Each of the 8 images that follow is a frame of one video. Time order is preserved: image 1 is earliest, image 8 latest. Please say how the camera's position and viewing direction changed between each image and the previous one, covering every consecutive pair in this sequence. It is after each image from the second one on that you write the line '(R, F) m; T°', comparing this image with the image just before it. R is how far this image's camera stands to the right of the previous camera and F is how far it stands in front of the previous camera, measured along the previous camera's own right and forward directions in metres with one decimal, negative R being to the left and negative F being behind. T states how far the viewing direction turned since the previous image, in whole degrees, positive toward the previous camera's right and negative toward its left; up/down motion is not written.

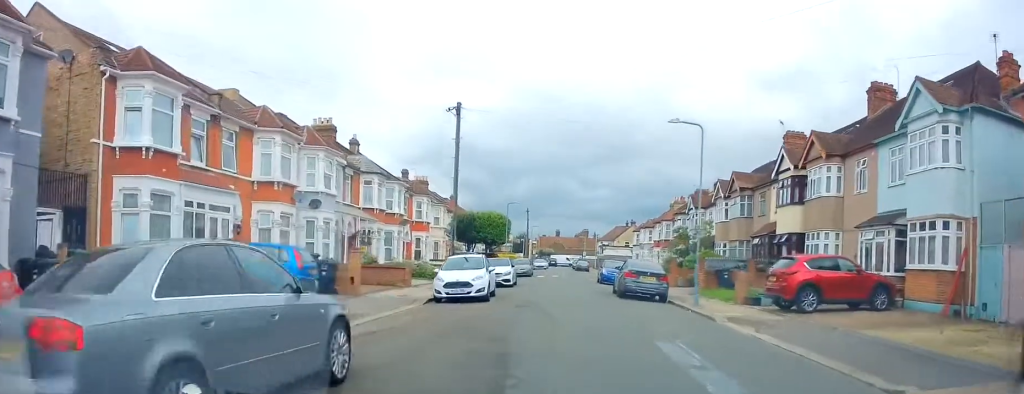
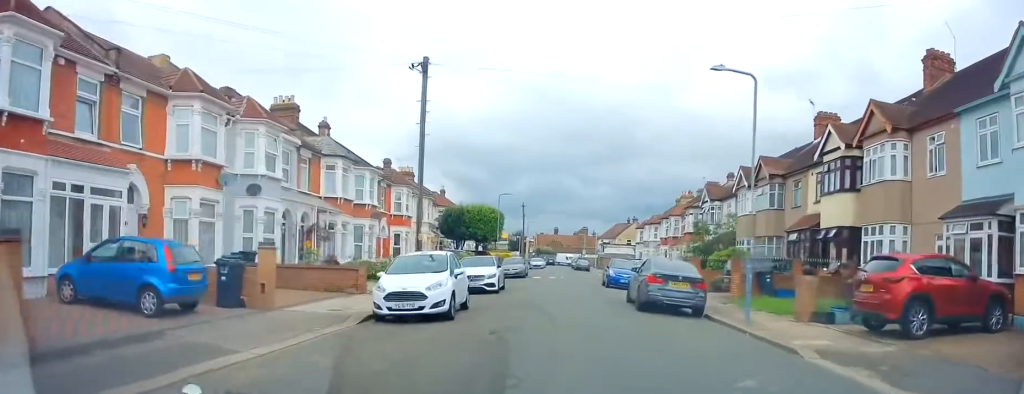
(-0.1, +5.8) m; 0°
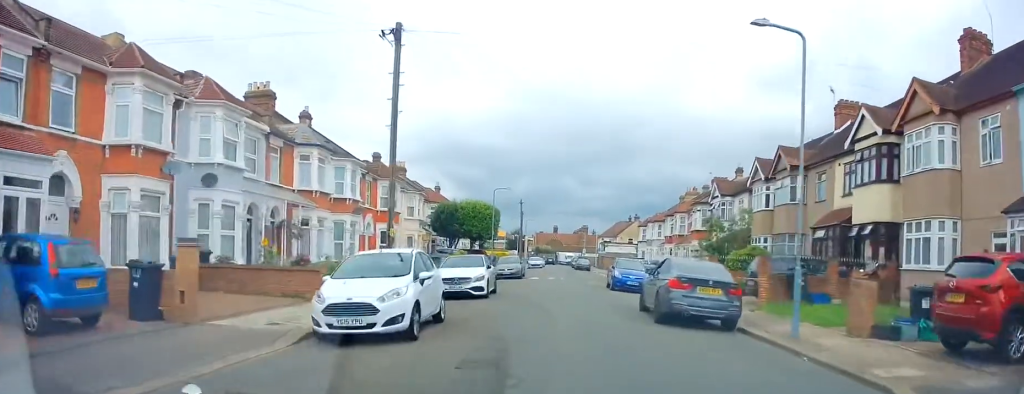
(+0.1, +3.2) m; 0°
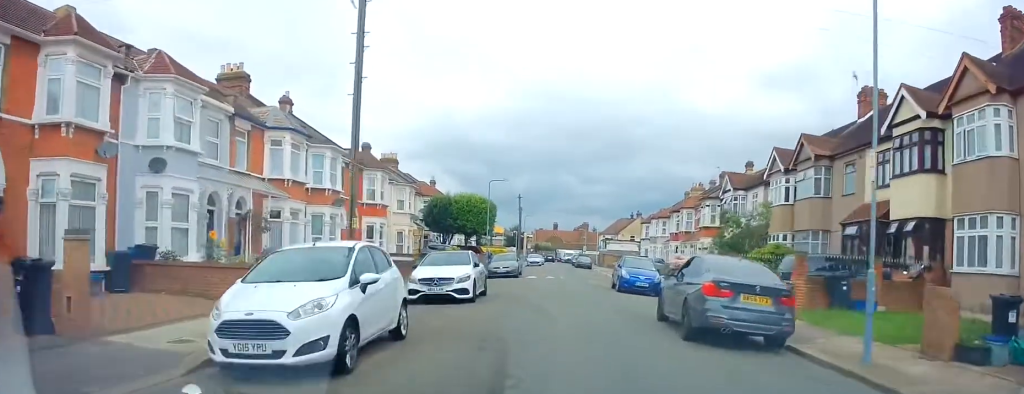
(+0.1, +3.0) m; 0°
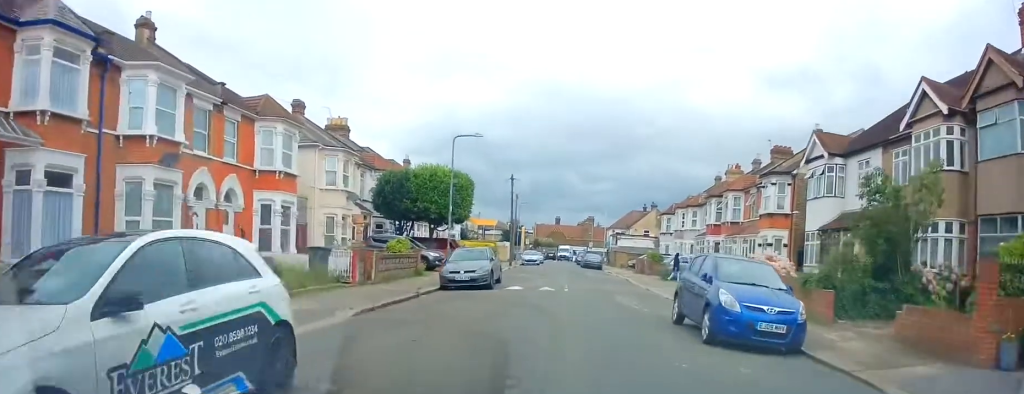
(-0.5, +14.1) m; 0°
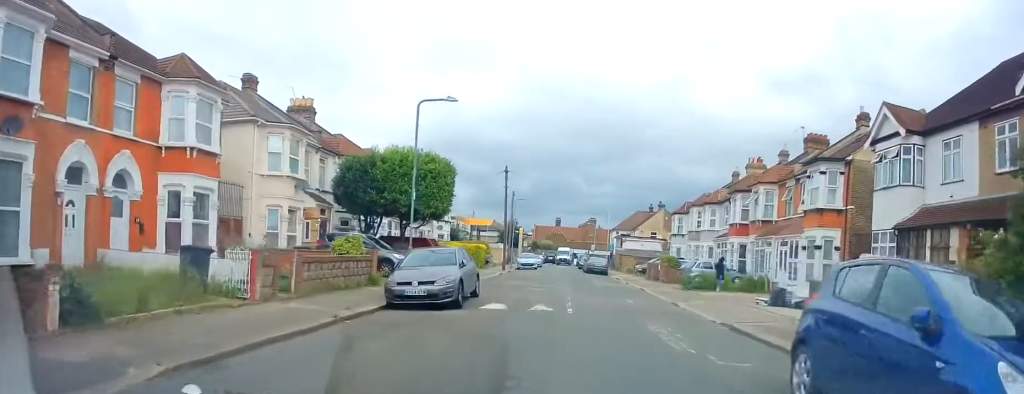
(+0.3, +6.3) m; 0°
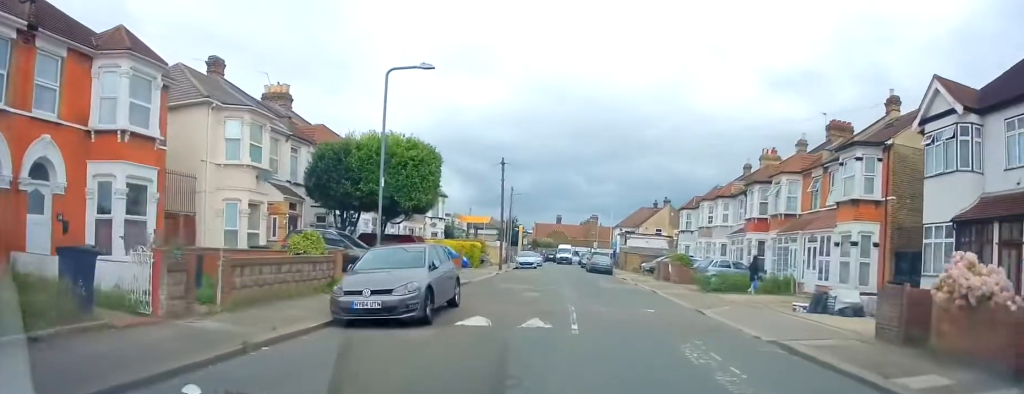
(-0.1, +3.2) m; -1°
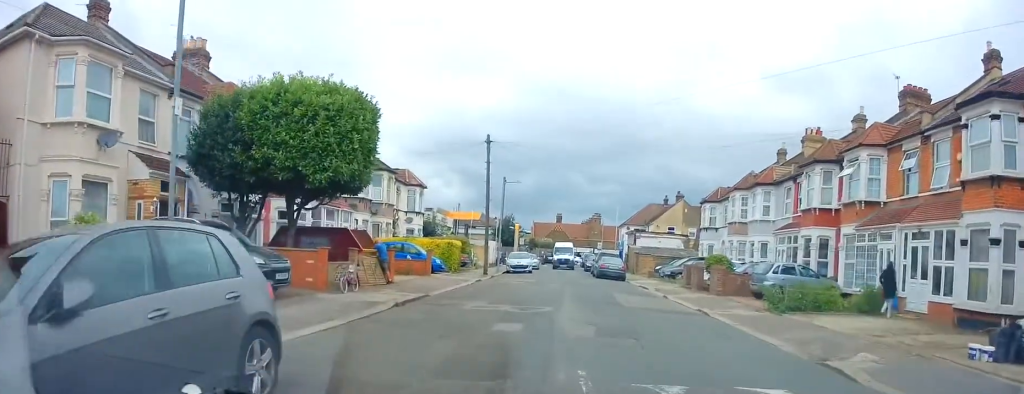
(-0.3, +8.7) m; -3°
